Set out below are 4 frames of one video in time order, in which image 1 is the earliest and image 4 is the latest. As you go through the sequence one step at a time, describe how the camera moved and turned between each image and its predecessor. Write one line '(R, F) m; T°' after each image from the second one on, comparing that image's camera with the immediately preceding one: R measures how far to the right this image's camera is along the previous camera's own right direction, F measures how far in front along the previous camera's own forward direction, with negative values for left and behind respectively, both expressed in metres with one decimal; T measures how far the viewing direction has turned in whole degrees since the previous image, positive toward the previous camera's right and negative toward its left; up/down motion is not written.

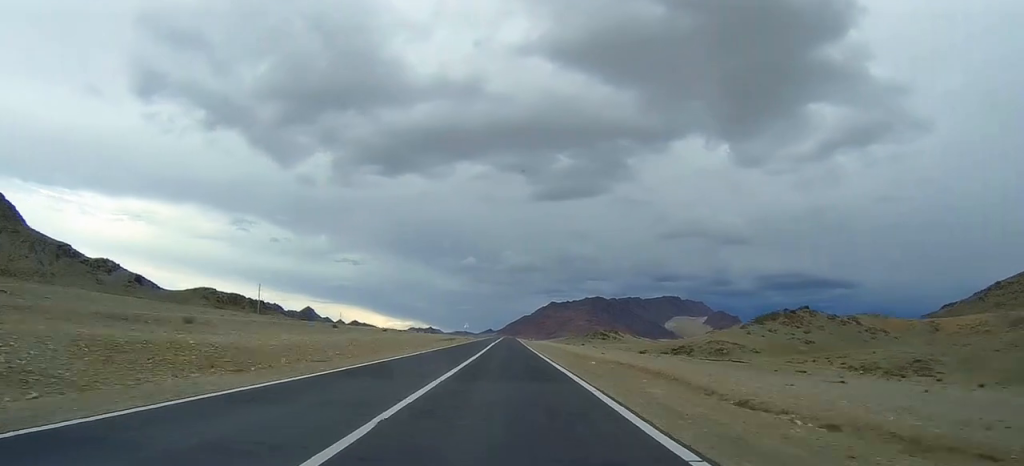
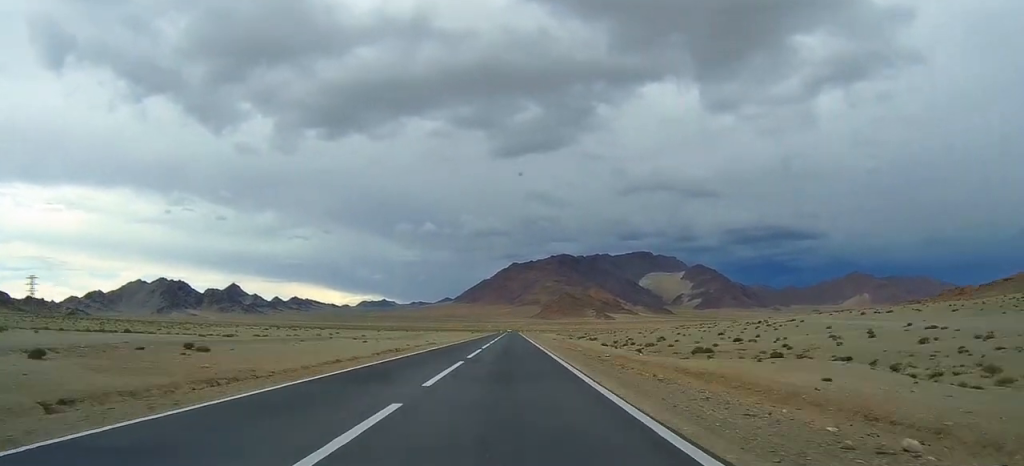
(+14.9, +541.5) m; +3°
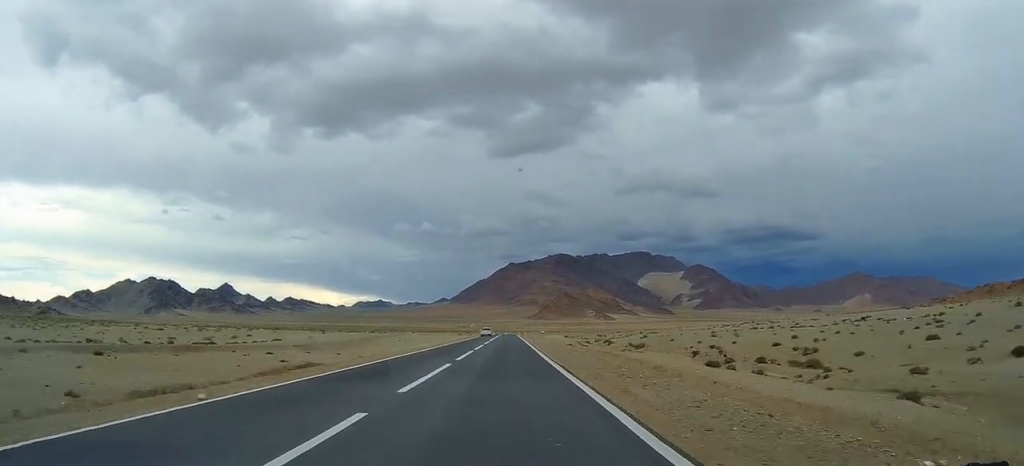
(+0.3, +76.3) m; +1°
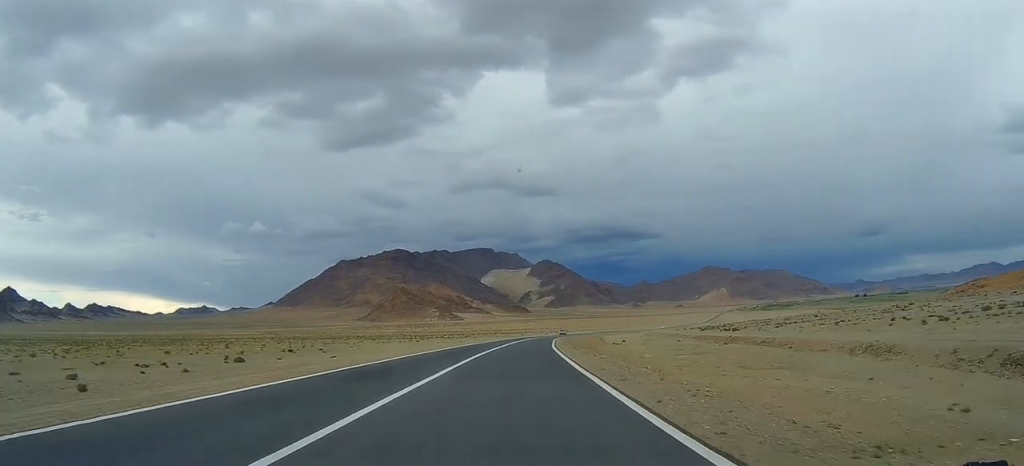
(+64.4, +452.4) m; +20°
